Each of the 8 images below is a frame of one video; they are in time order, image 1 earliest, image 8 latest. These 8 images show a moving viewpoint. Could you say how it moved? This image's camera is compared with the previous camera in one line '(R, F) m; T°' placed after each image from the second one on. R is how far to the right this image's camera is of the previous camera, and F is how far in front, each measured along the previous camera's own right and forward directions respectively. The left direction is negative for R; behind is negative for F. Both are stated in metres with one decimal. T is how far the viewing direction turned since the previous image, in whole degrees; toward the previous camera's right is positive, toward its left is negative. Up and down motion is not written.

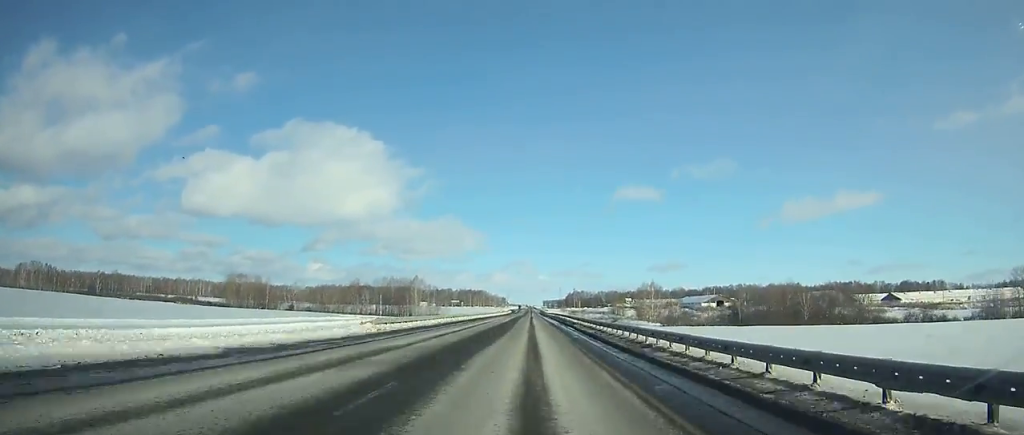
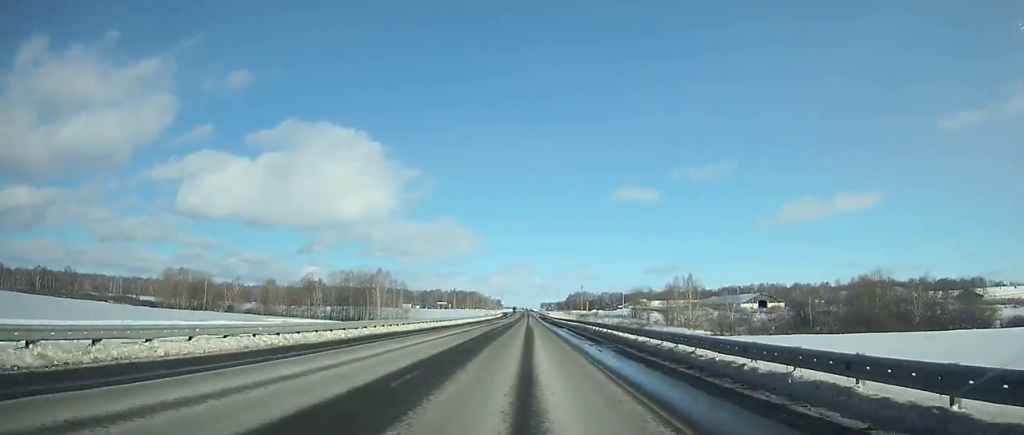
(+0.1, +57.8) m; 0°
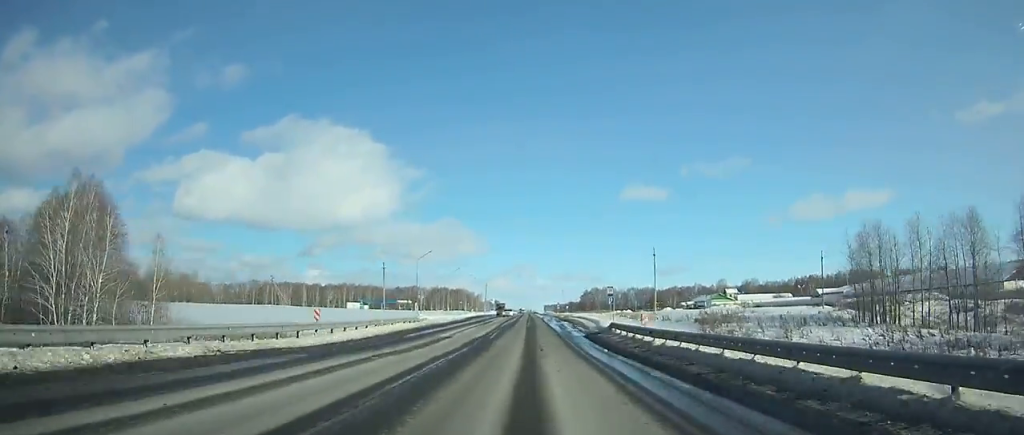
(-0.2, +137.0) m; 0°
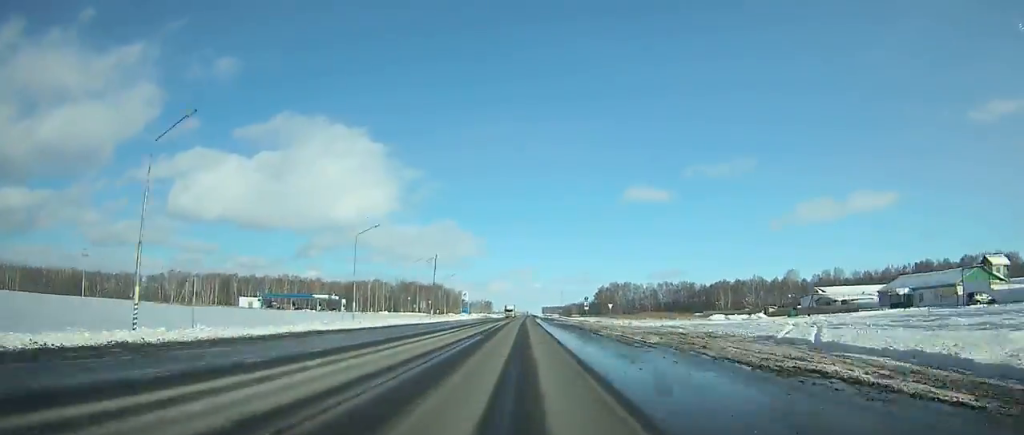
(-0.2, +113.7) m; 0°
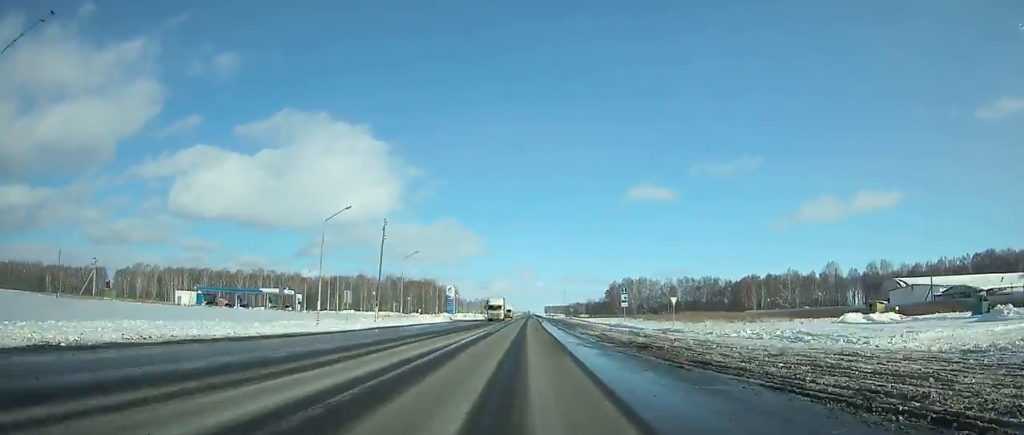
(0.0, +37.7) m; 0°
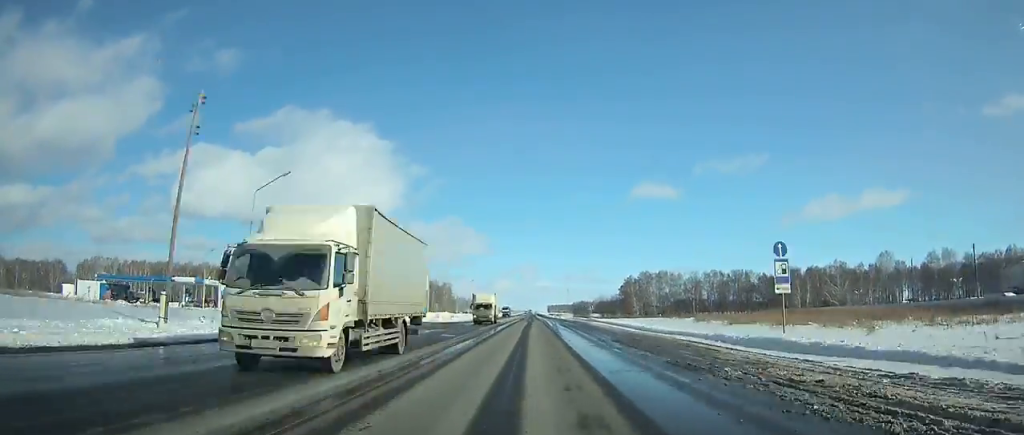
(0.0, +40.6) m; 0°
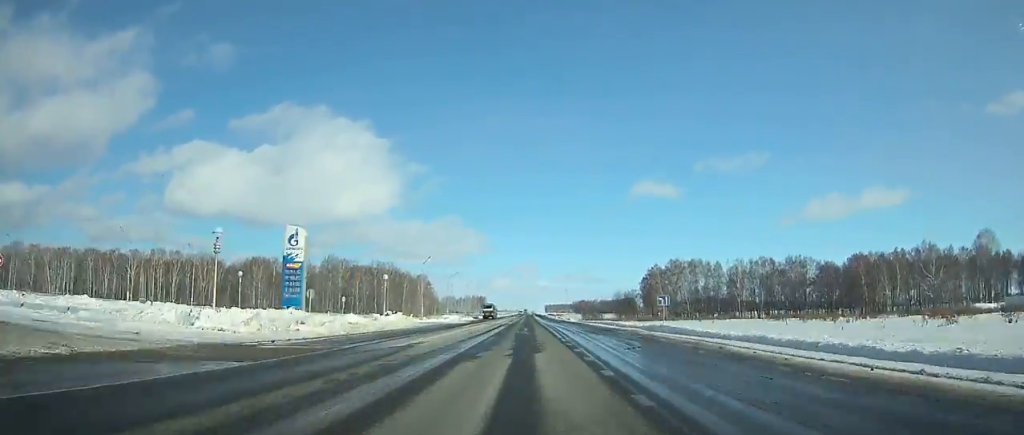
(0.0, +55.3) m; 0°
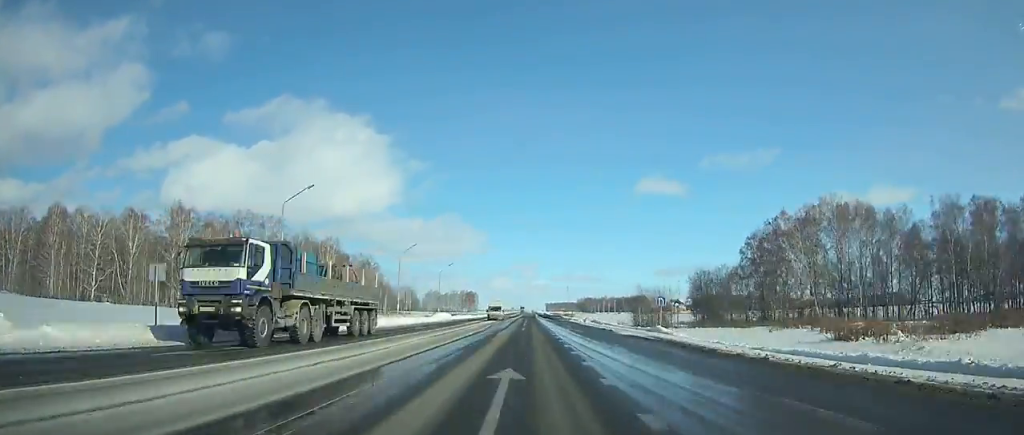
(+0.1, +102.3) m; 0°
